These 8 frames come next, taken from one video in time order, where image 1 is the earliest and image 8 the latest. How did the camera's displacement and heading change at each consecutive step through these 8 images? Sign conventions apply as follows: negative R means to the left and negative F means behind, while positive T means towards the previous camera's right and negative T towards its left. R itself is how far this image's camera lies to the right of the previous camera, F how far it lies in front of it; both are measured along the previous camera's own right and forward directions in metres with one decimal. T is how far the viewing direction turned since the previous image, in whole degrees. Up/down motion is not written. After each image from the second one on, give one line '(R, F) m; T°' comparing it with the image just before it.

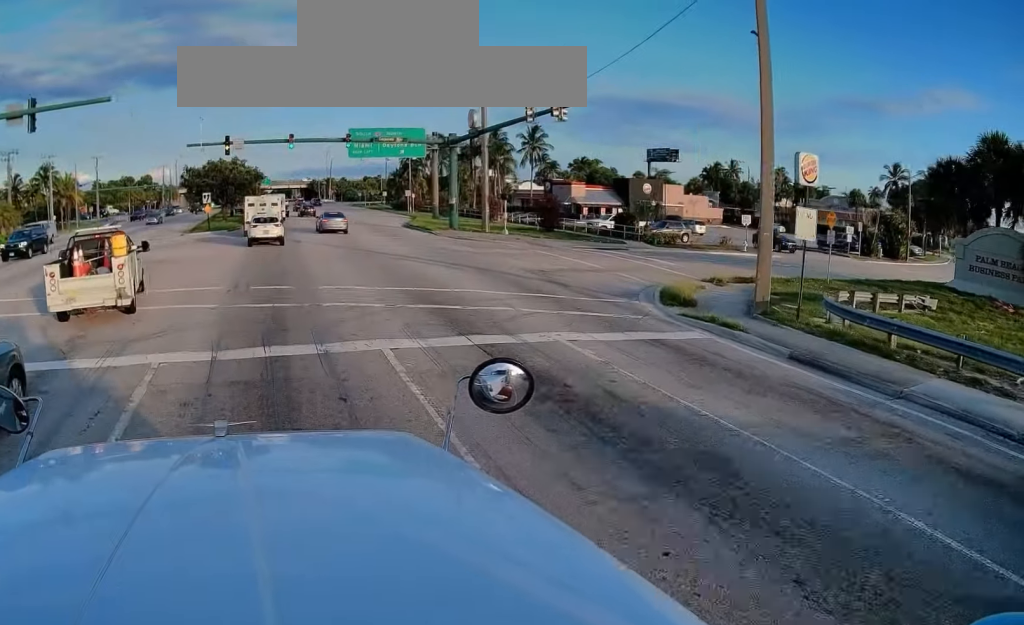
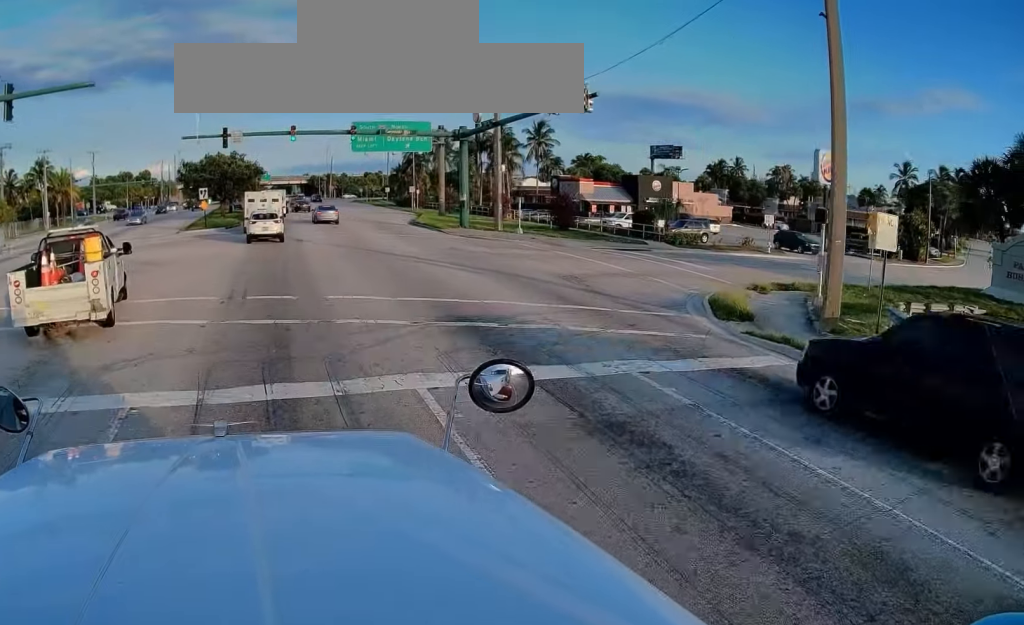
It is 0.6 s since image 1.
(0.0, +3.1) m; +1°
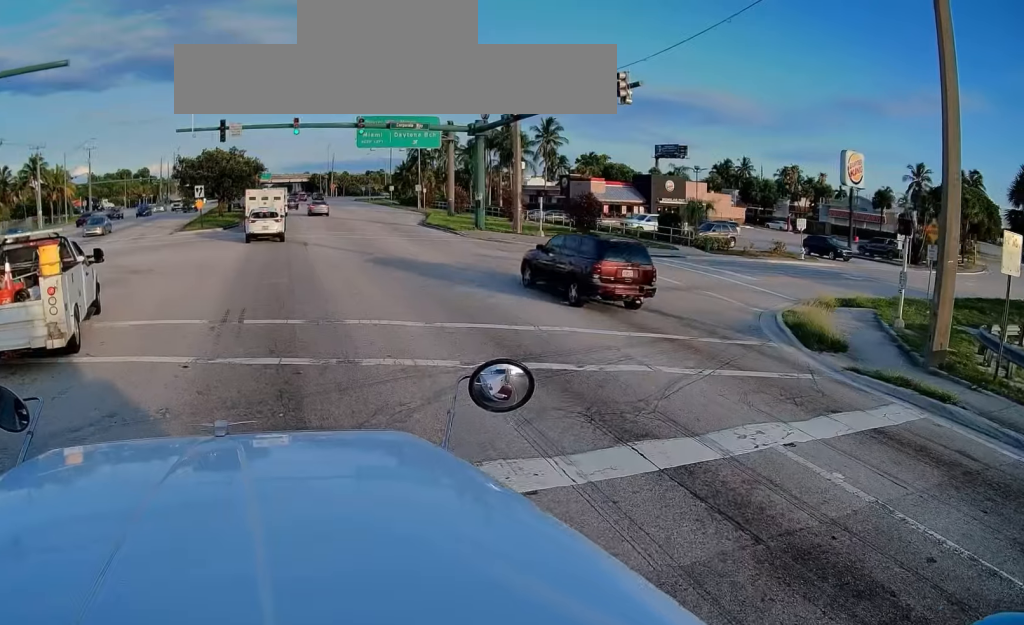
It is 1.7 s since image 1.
(+0.1, +4.3) m; +3°
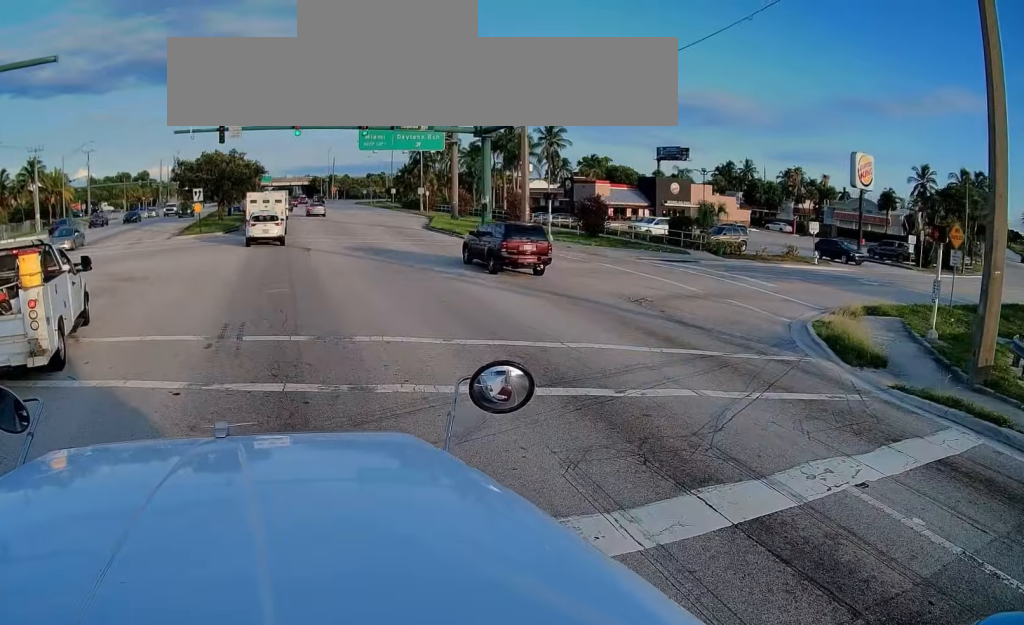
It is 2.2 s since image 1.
(+0.1, +1.7) m; +1°
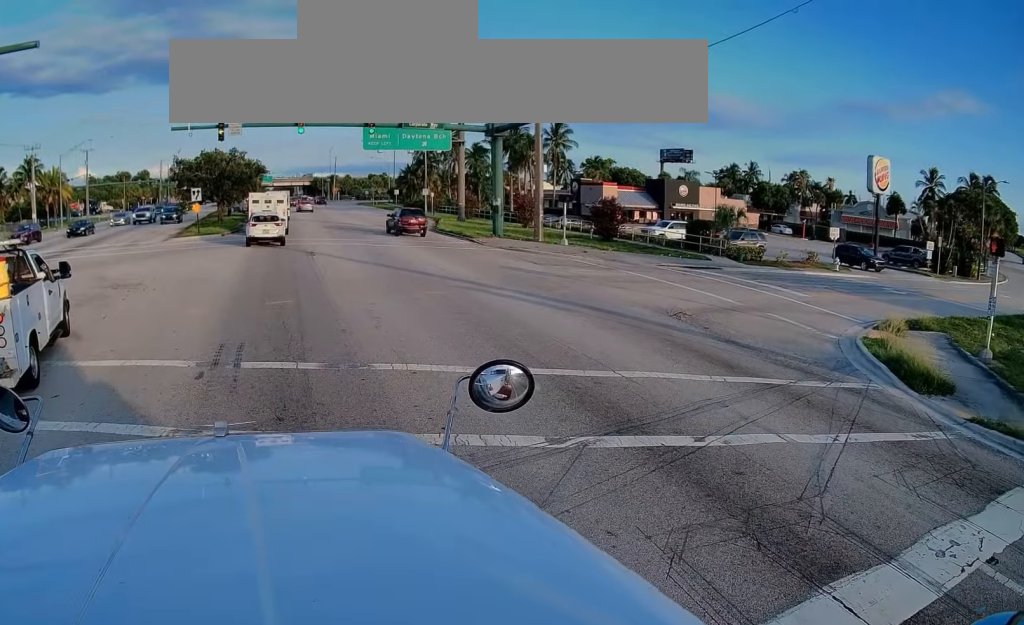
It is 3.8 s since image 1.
(-0.2, +1.7) m; 0°
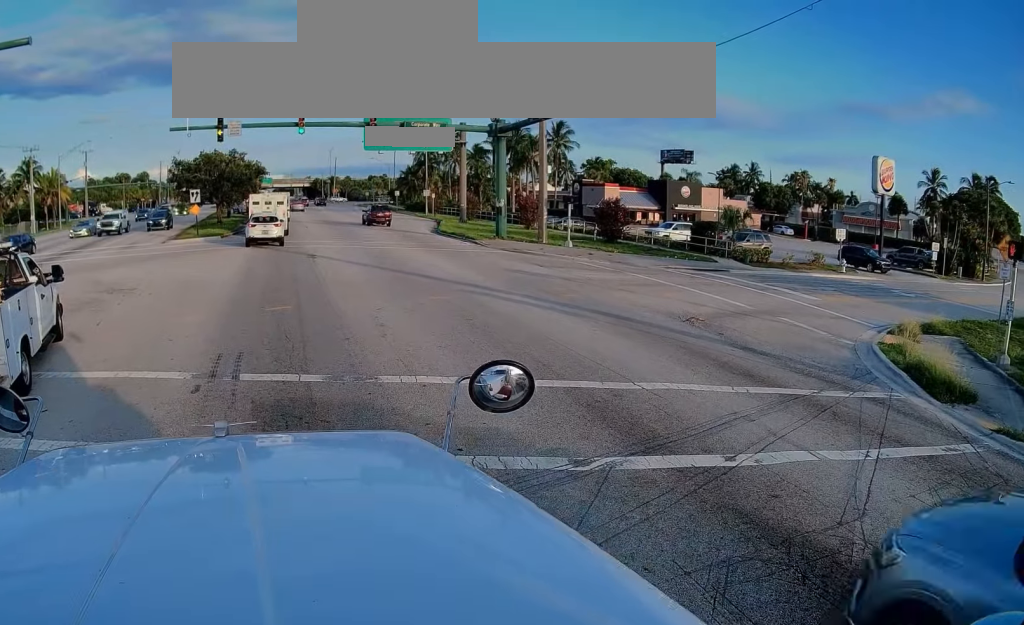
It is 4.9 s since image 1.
(-0.1, +0.6) m; 0°
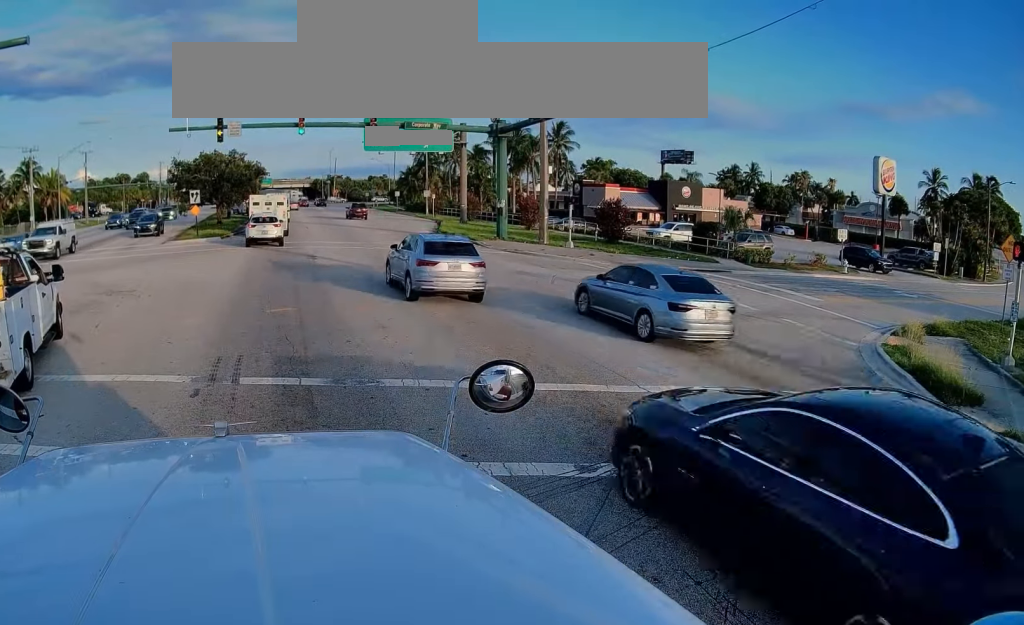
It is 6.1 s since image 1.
(-0.1, +1.0) m; 0°
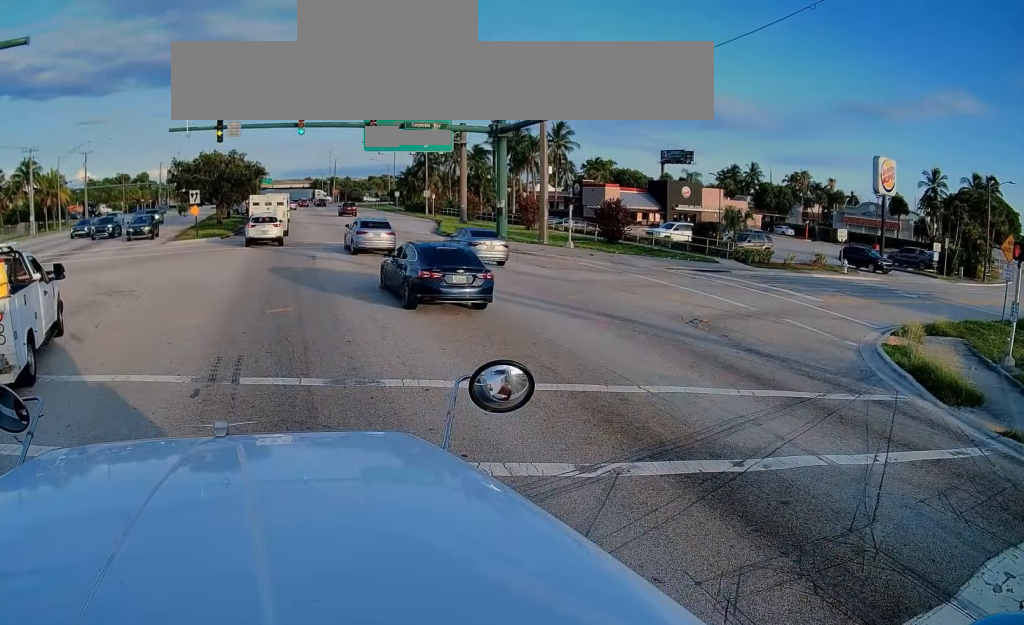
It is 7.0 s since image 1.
(-0.1, +0.7) m; 0°
